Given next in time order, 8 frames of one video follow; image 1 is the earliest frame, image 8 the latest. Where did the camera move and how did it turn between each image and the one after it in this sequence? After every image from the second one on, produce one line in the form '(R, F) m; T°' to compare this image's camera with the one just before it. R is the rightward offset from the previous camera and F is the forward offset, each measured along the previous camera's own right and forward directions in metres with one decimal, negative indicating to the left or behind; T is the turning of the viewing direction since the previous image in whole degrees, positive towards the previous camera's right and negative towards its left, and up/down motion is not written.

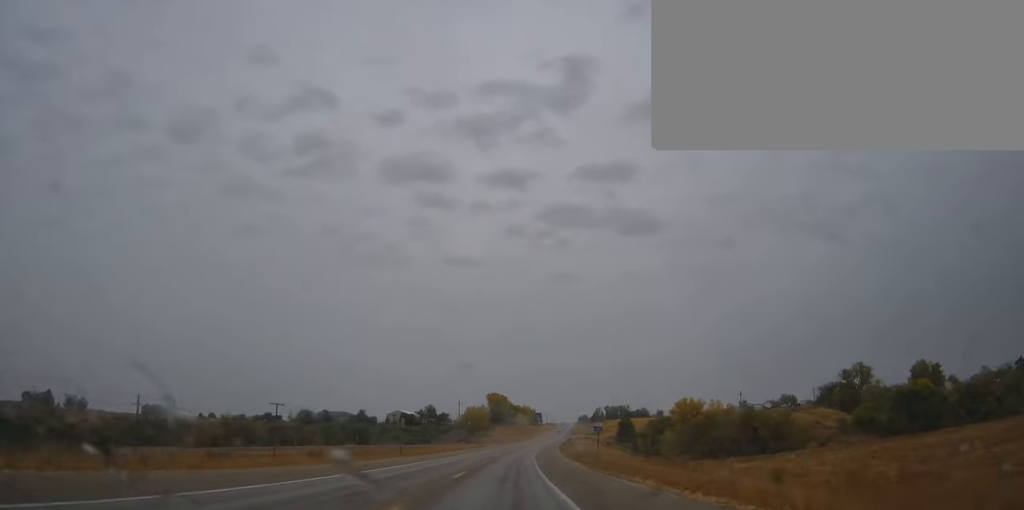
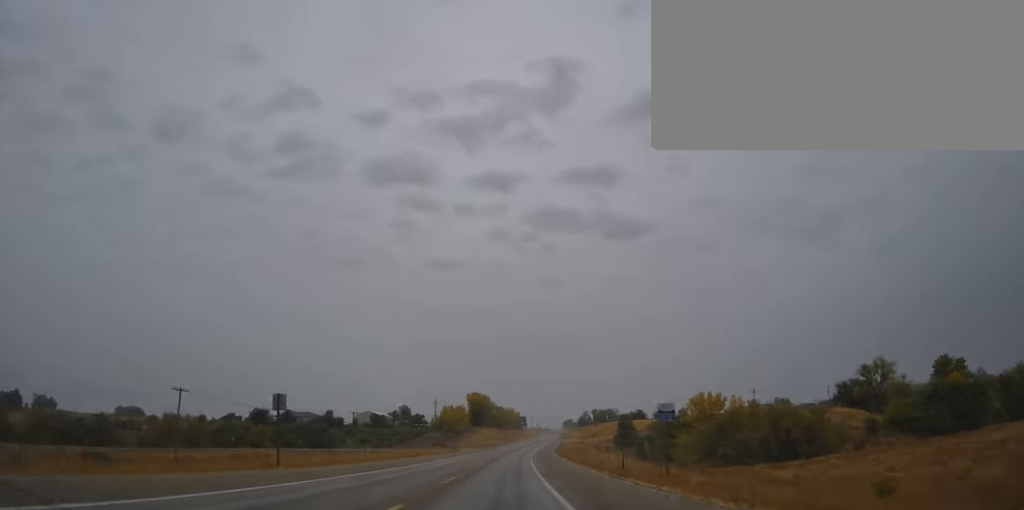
(+0.2, +29.6) m; +1°
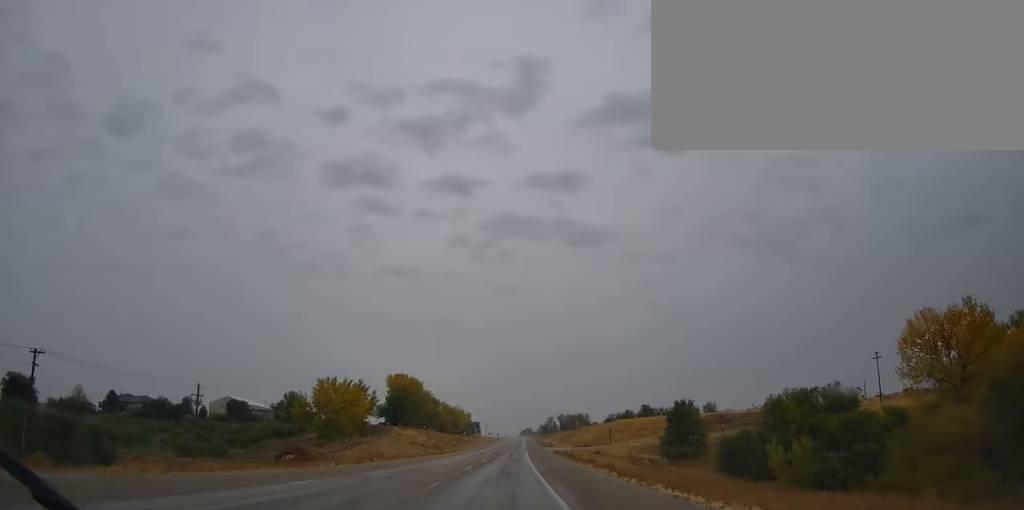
(+4.8, +98.9) m; +5°
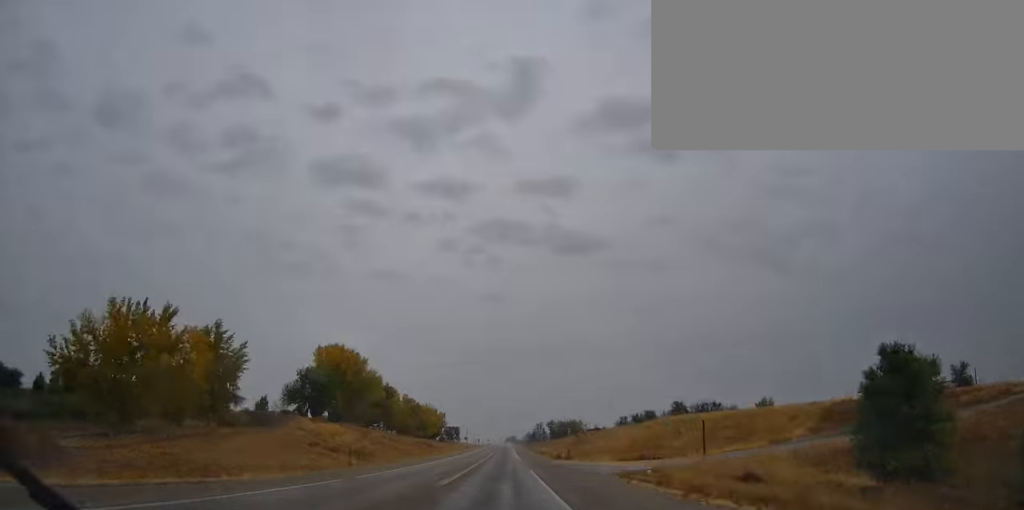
(+1.5, +57.4) m; +2°
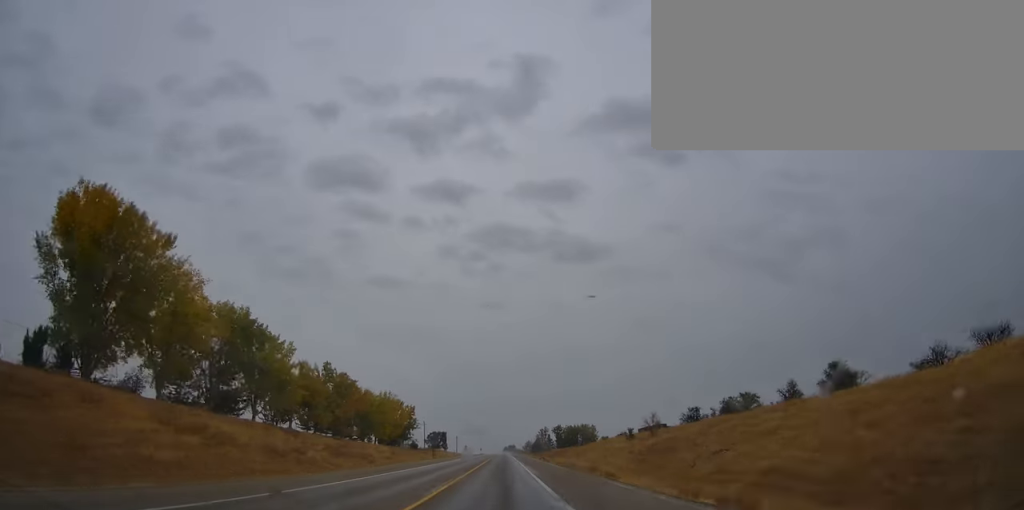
(+1.0, +78.9) m; +1°
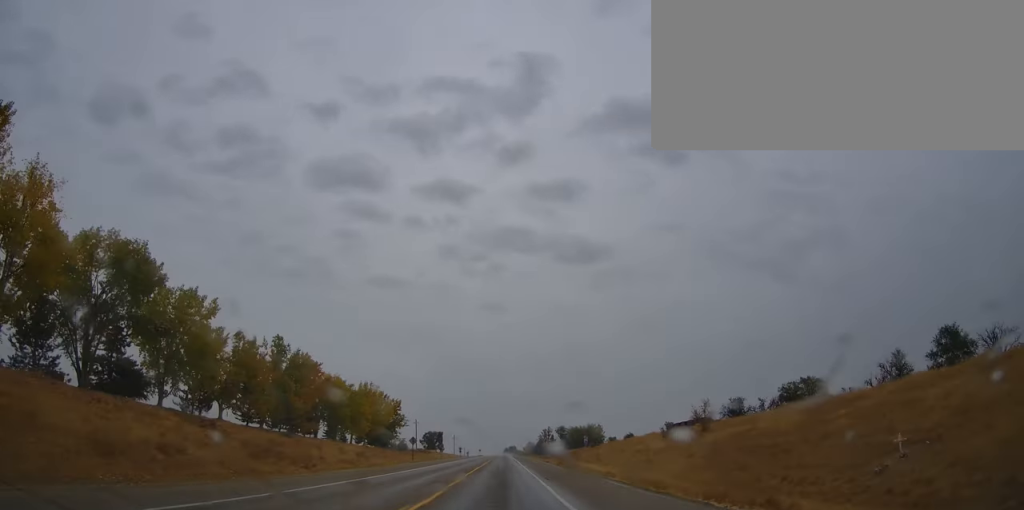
(0.0, +23.6) m; 0°
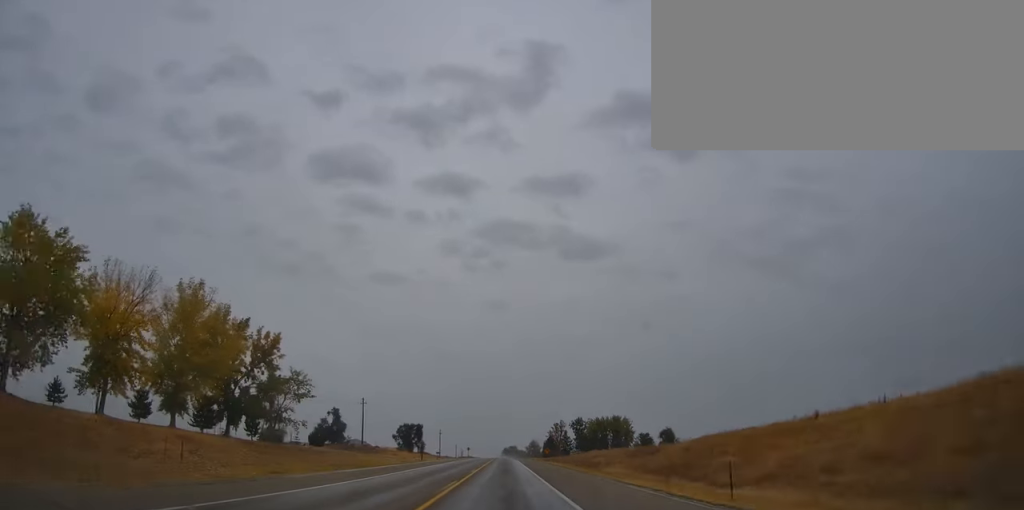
(0.0, +80.6) m; 0°
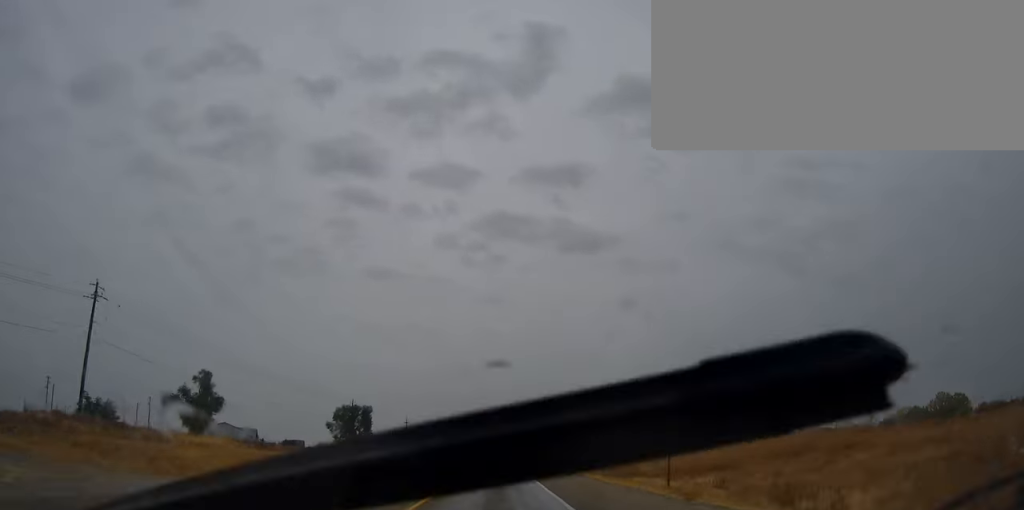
(0.0, +93.0) m; 0°
